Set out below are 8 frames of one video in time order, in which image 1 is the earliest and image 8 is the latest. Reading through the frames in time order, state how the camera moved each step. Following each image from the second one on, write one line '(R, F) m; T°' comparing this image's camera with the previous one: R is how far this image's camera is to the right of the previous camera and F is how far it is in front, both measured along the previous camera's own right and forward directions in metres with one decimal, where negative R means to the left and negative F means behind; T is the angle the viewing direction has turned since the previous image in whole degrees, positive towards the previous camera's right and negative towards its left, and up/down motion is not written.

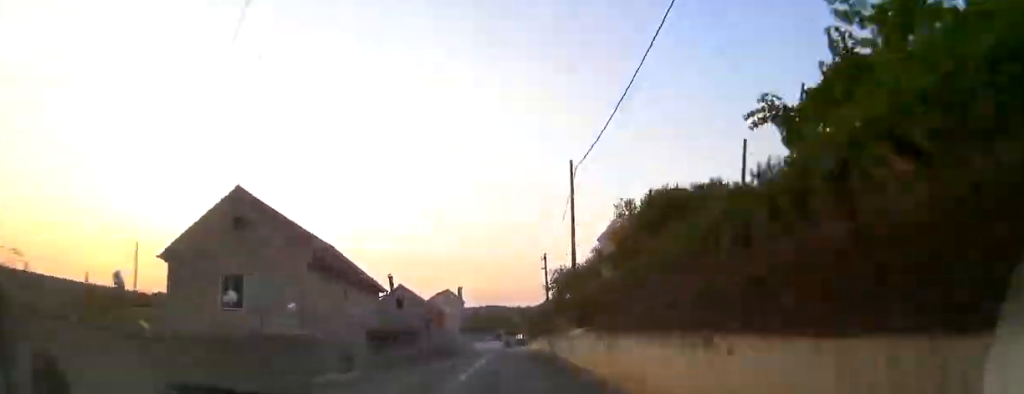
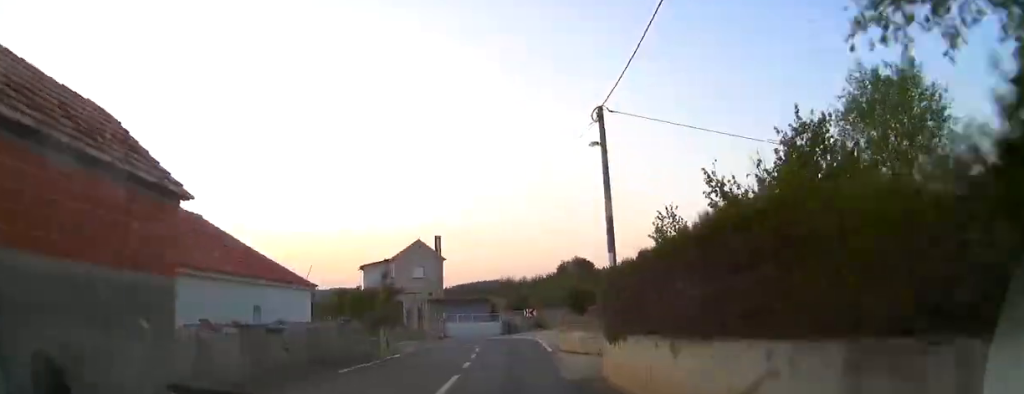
(+0.2, +31.2) m; 0°
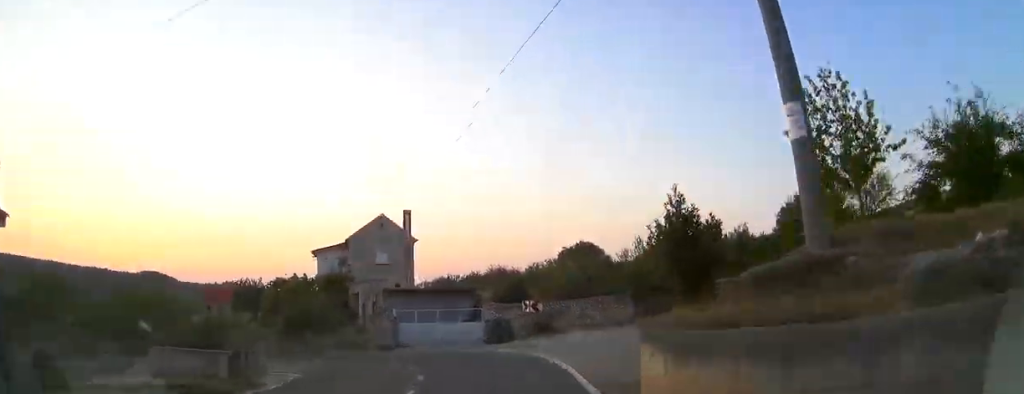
(0.0, +14.0) m; -2°
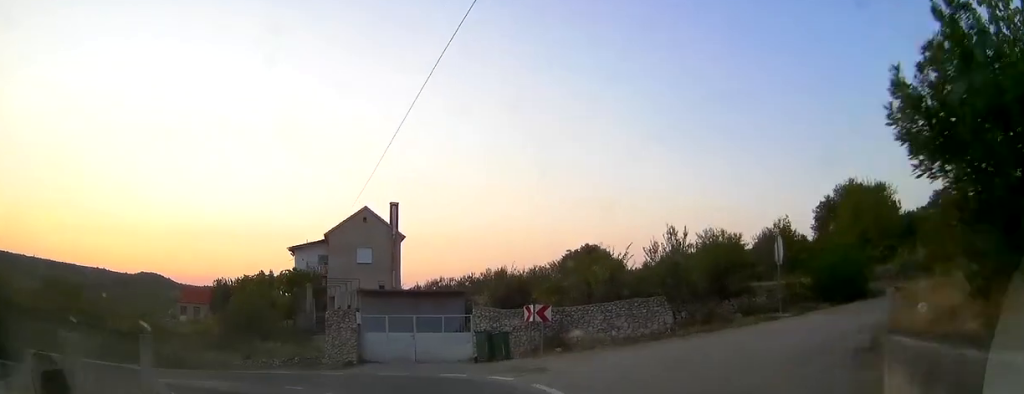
(+0.2, +6.1) m; -2°
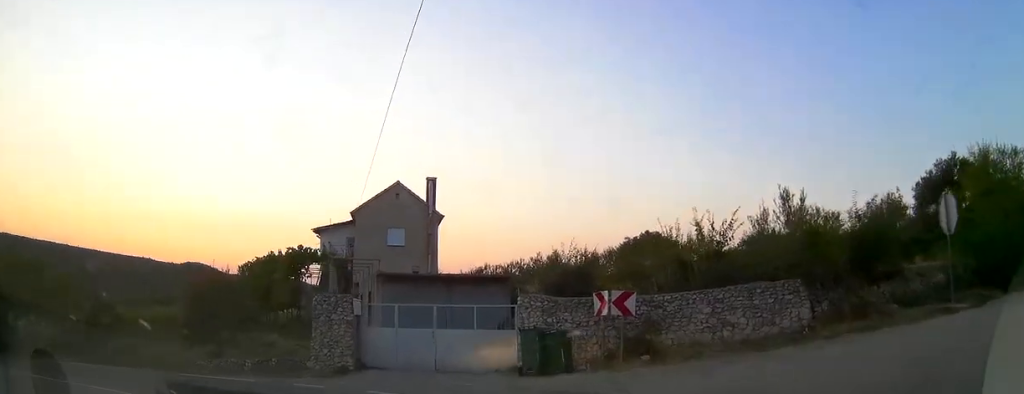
(-0.4, +6.6) m; -15°
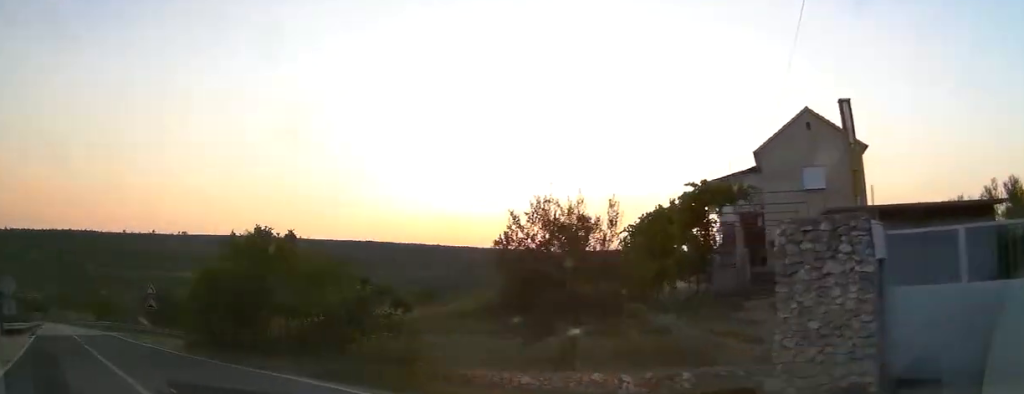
(-1.8, +9.6) m; -33°
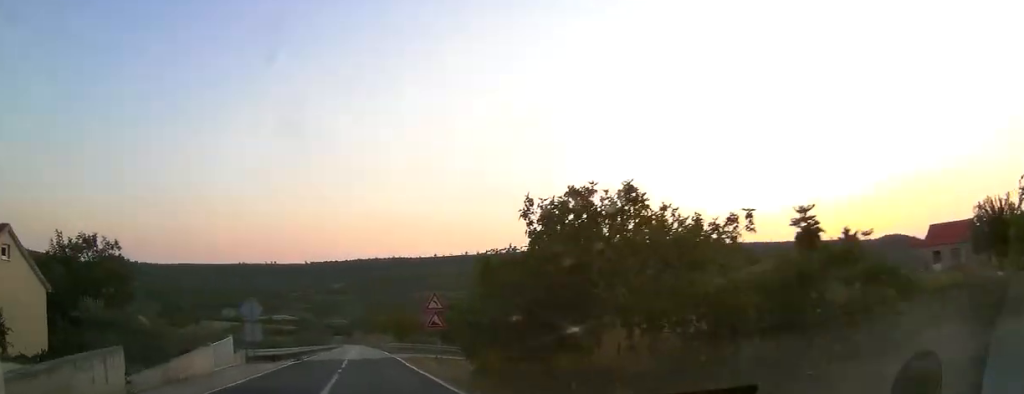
(-1.8, +7.3) m; -25°
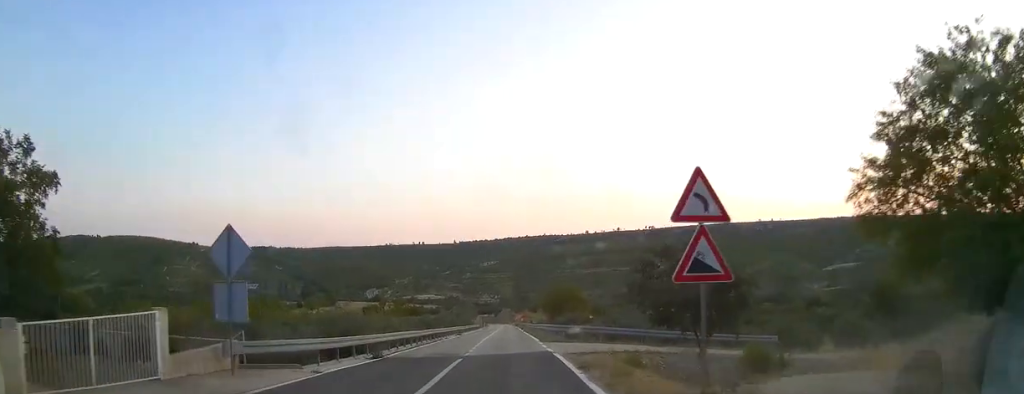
(-3.3, +15.5) m; -15°
